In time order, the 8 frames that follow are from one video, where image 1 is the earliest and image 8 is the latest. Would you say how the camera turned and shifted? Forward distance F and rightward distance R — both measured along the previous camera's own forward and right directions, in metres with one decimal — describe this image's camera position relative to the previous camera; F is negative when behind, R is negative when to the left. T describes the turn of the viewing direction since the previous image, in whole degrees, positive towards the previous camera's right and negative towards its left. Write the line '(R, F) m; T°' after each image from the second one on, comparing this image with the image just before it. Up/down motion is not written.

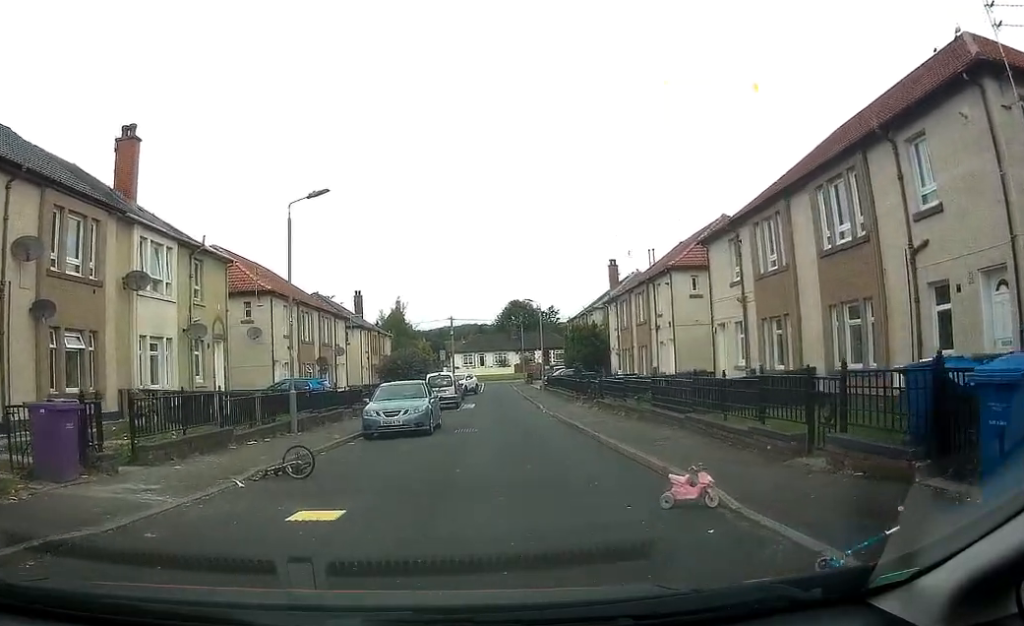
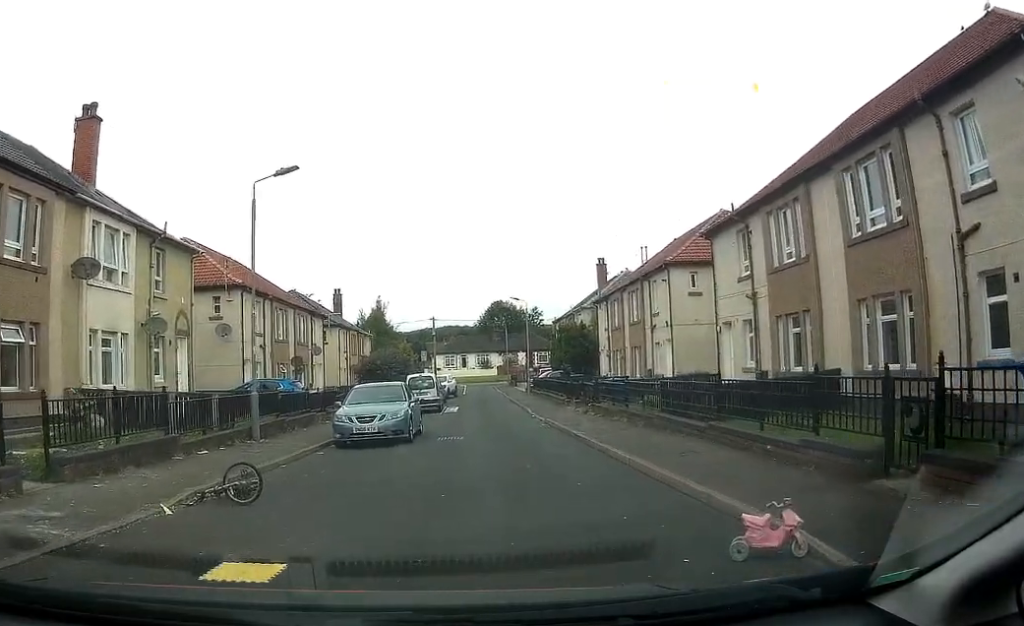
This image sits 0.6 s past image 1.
(-0.1, +2.1) m; +5°
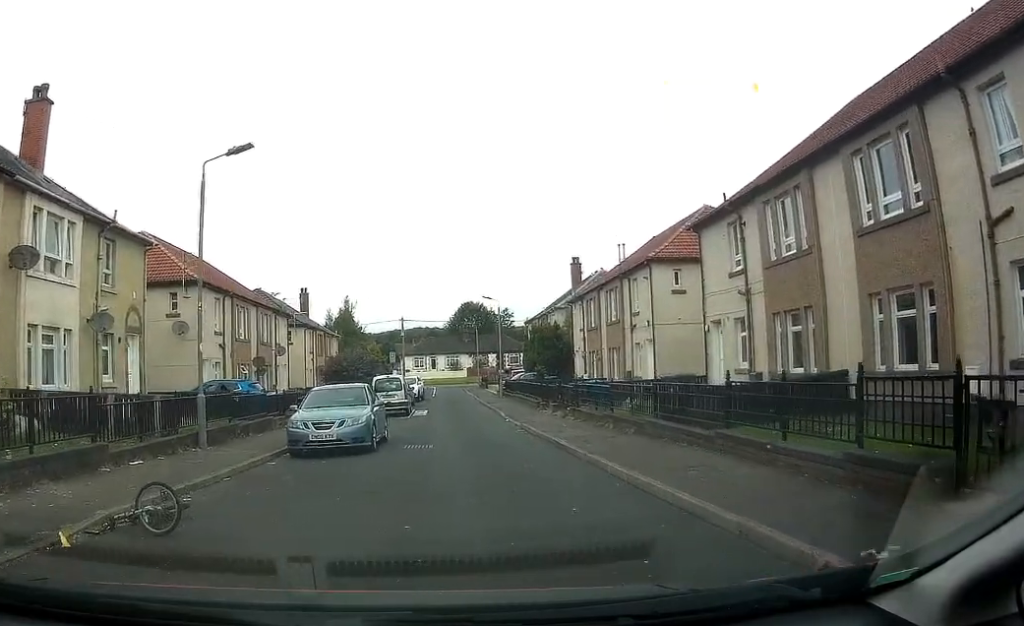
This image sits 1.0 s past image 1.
(+0.2, +1.7) m; +3°
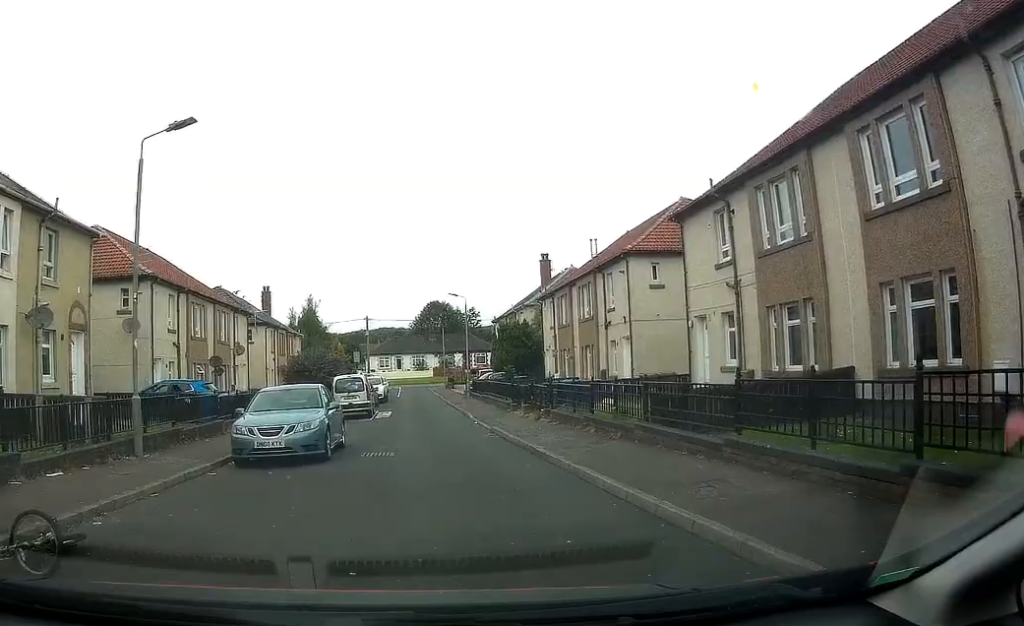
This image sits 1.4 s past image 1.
(+0.1, +1.6) m; +3°
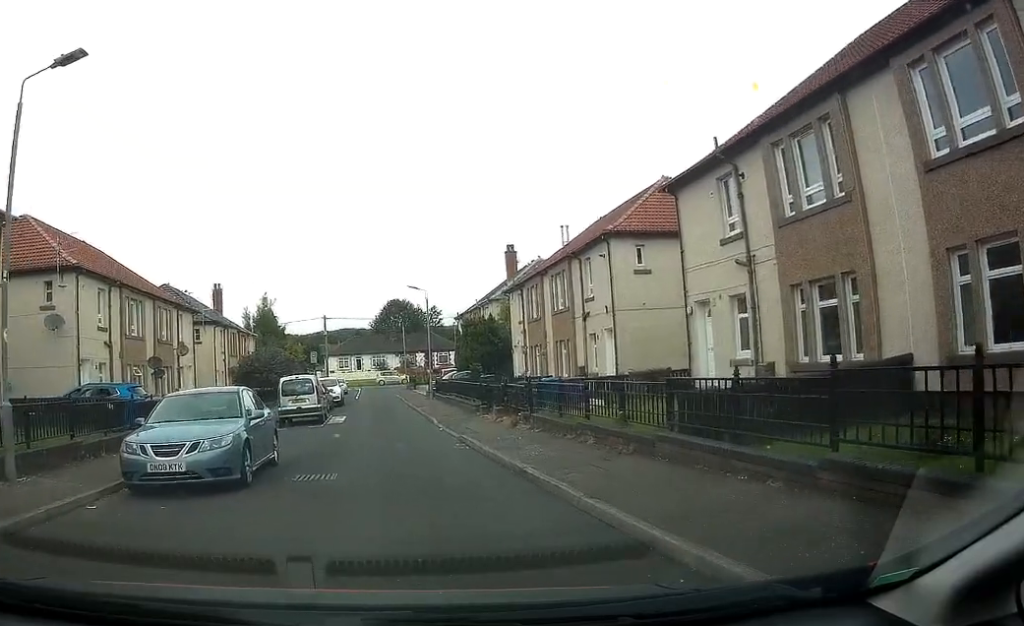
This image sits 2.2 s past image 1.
(+0.1, +3.3) m; +1°
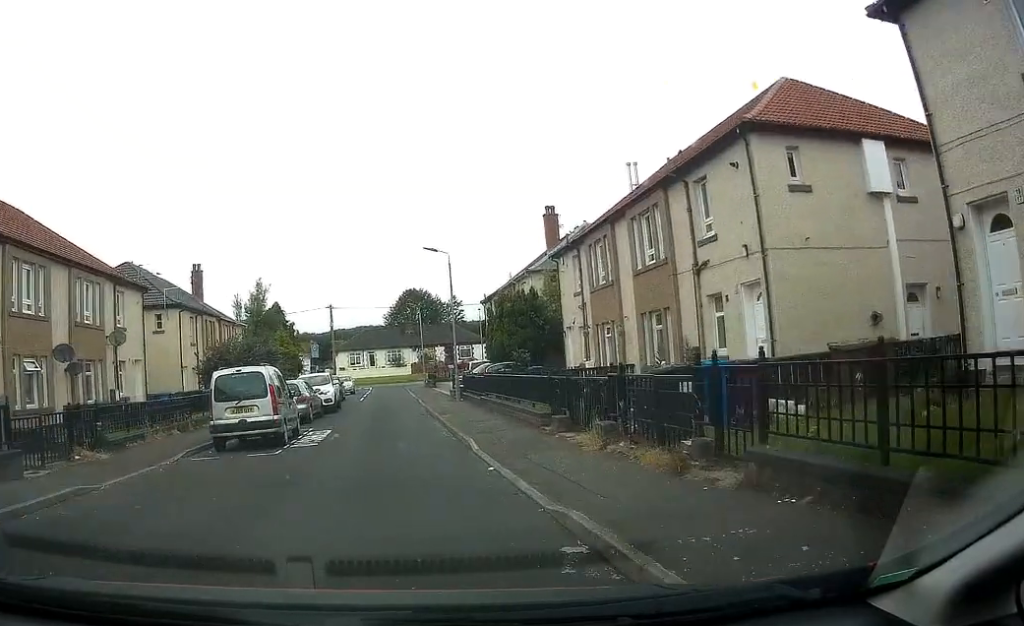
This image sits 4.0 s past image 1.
(-0.1, +9.8) m; -2°
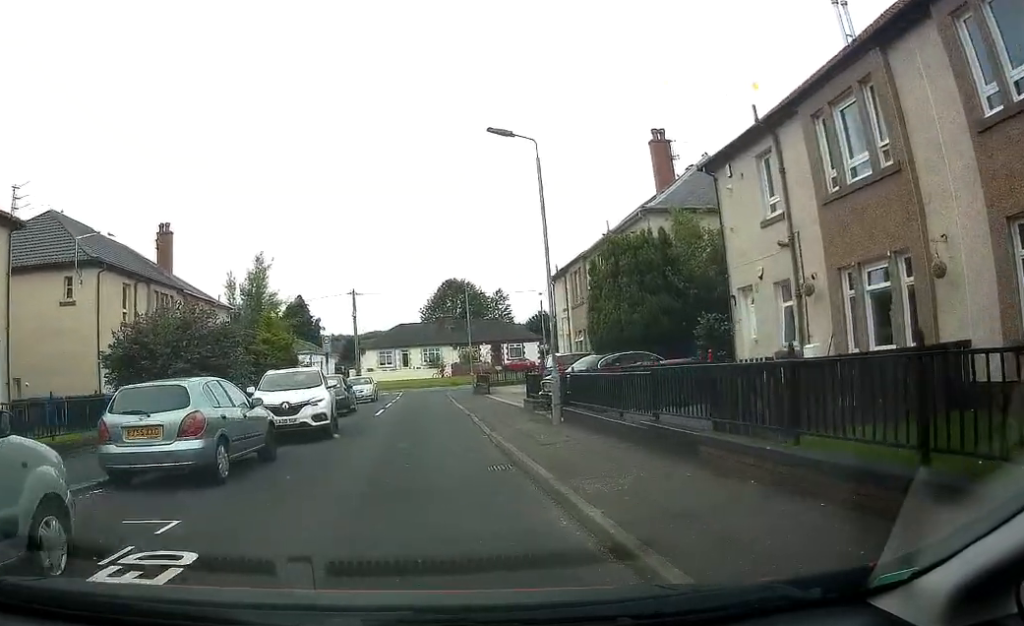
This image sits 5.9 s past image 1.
(-0.6, +13.4) m; -4°
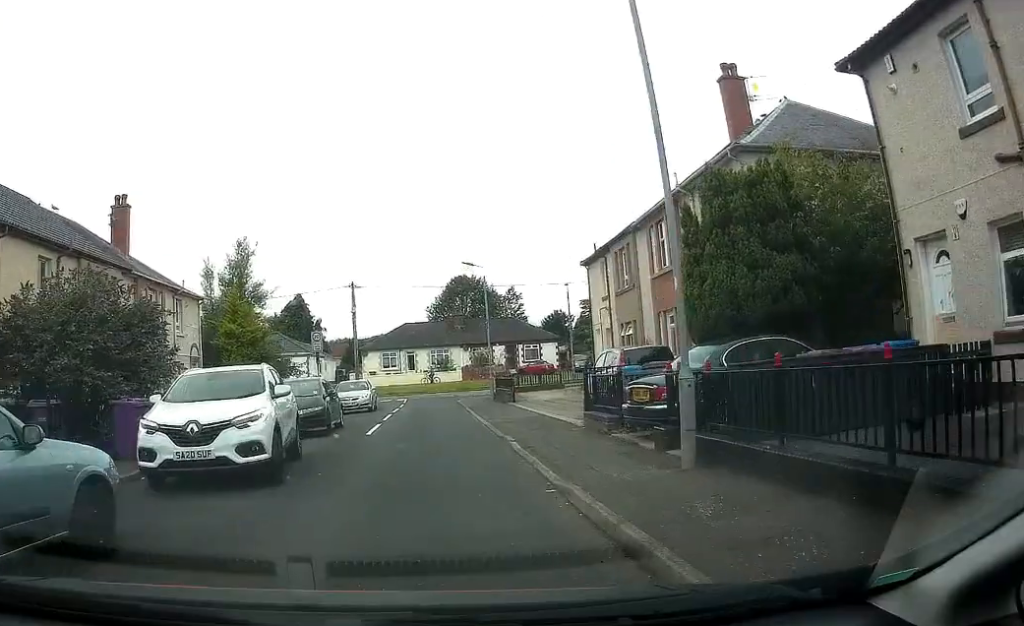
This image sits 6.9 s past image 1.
(0.0, +7.0) m; +1°
